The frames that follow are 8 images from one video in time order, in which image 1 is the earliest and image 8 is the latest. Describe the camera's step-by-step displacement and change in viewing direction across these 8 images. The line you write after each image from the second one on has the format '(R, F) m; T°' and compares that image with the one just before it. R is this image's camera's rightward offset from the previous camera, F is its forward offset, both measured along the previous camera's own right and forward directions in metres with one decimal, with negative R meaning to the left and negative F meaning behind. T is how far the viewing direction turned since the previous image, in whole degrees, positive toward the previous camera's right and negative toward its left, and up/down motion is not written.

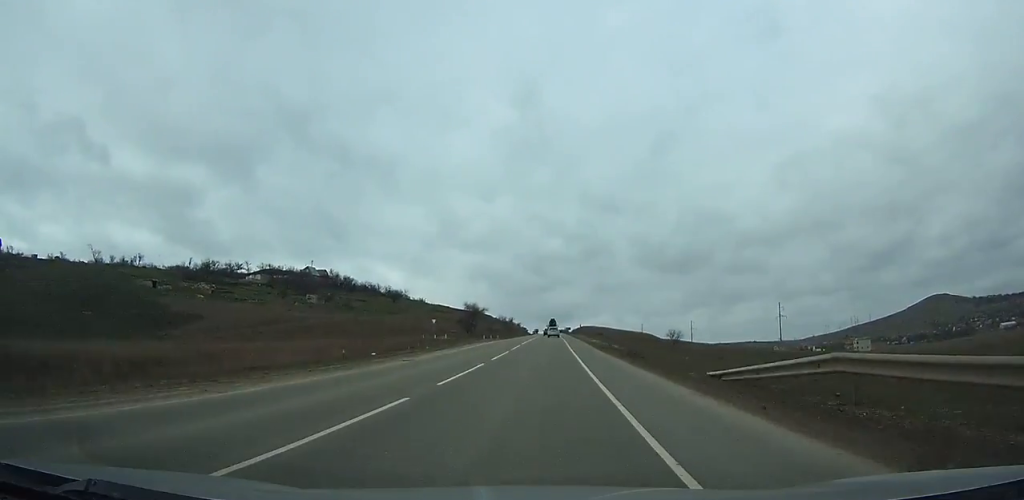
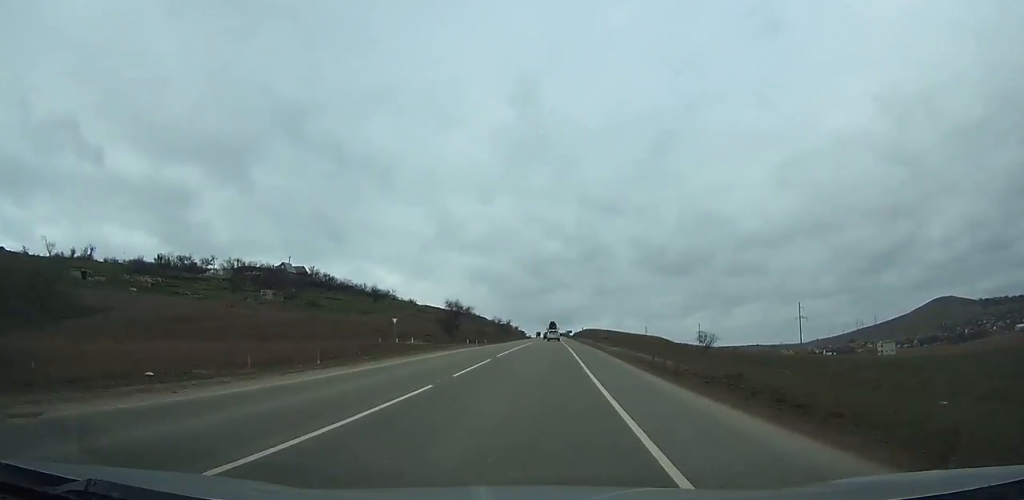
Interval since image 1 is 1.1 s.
(0.0, +21.0) m; 0°
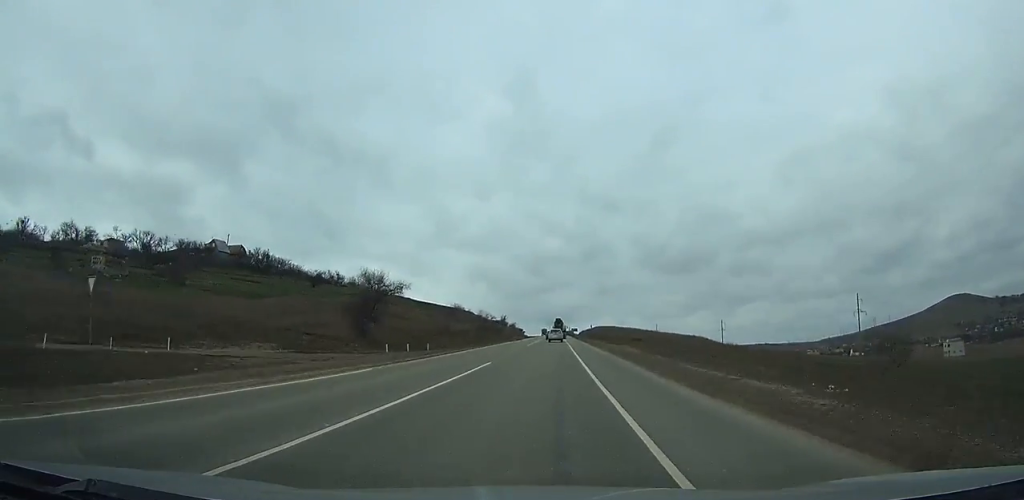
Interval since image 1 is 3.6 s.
(+0.1, +44.1) m; 0°
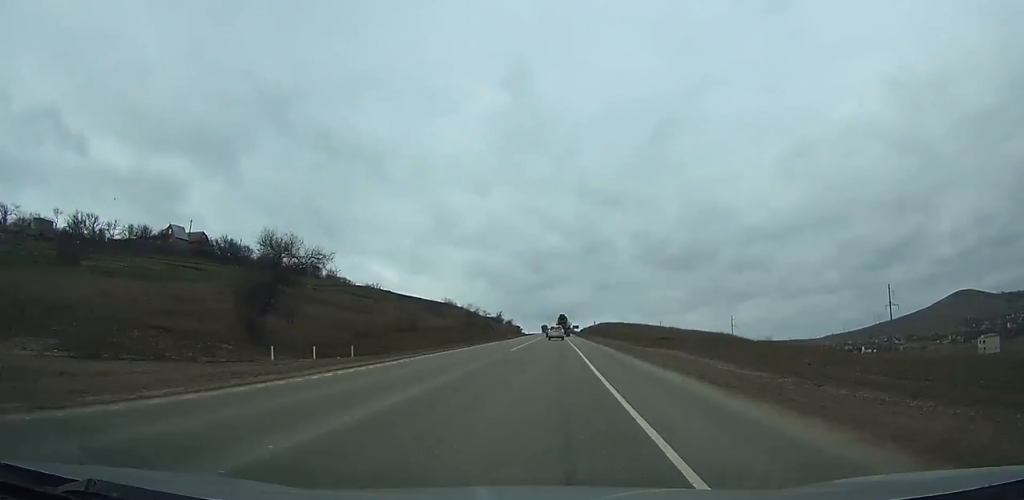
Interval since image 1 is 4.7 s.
(0.0, +19.2) m; 0°
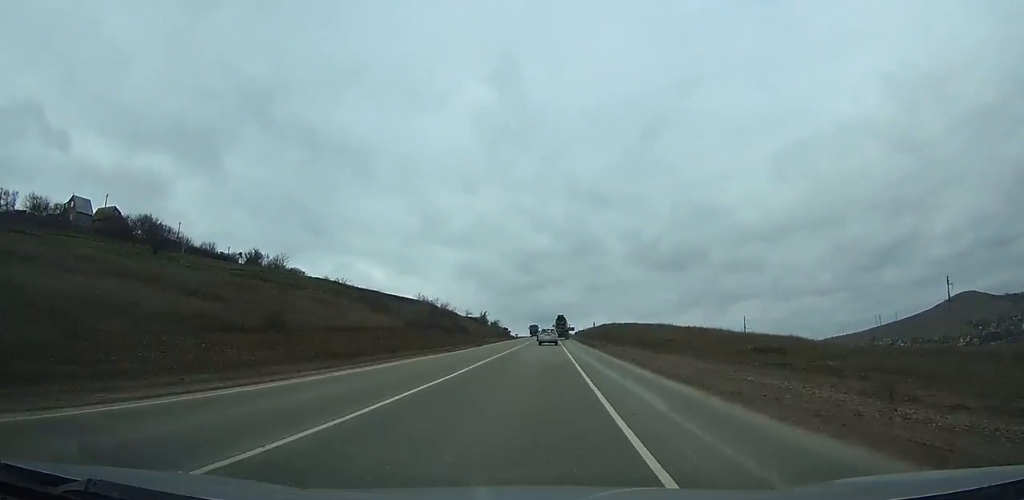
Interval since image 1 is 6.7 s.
(0.0, +31.8) m; 0°
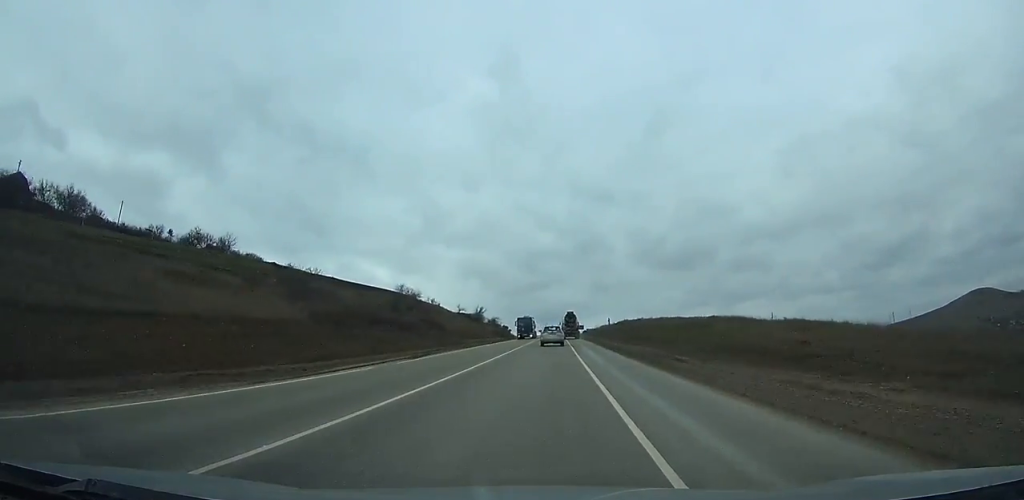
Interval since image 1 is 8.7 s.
(+0.1, +28.6) m; 0°
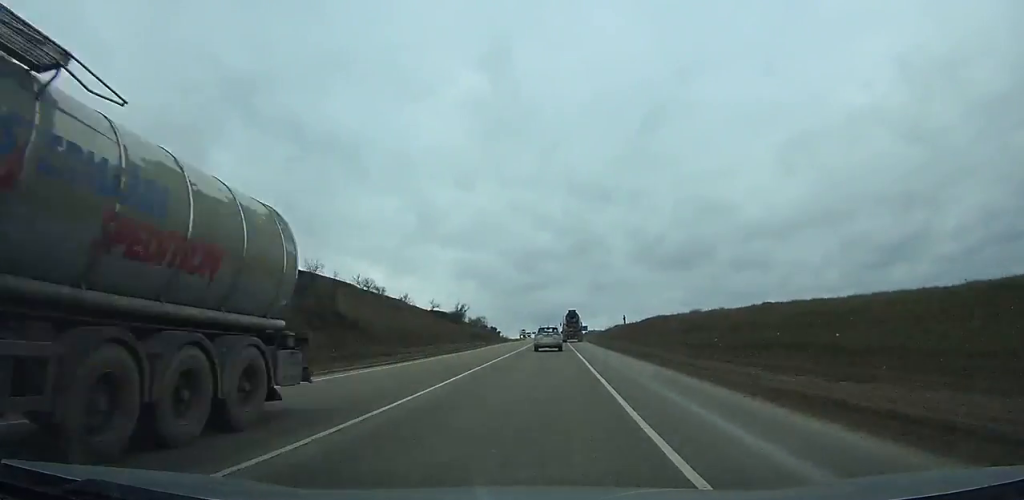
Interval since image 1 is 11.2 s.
(-0.1, +34.9) m; 0°
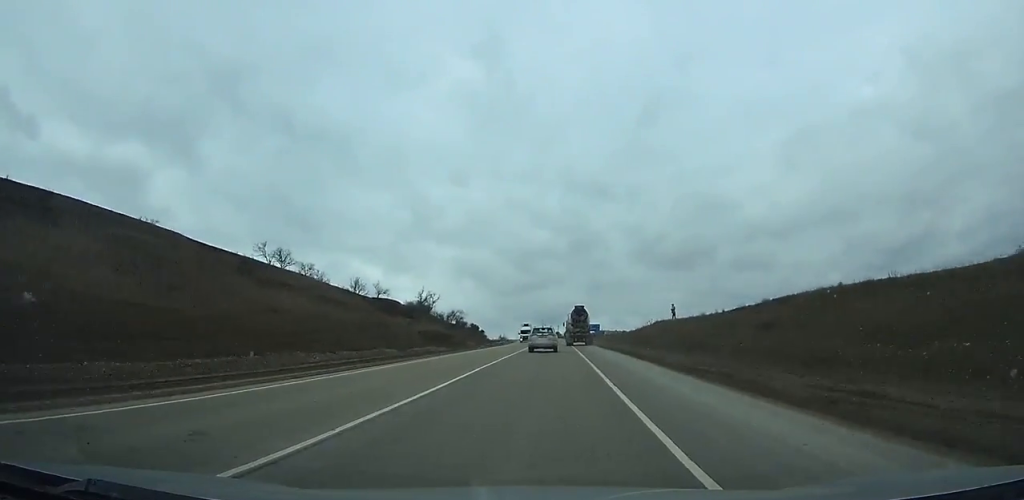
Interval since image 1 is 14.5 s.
(0.0, +44.6) m; -1°
